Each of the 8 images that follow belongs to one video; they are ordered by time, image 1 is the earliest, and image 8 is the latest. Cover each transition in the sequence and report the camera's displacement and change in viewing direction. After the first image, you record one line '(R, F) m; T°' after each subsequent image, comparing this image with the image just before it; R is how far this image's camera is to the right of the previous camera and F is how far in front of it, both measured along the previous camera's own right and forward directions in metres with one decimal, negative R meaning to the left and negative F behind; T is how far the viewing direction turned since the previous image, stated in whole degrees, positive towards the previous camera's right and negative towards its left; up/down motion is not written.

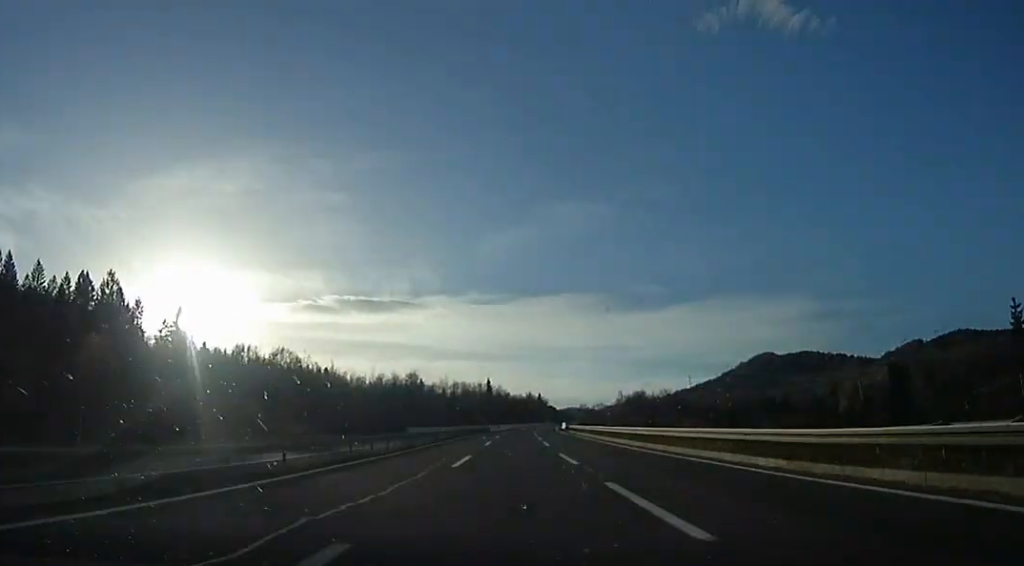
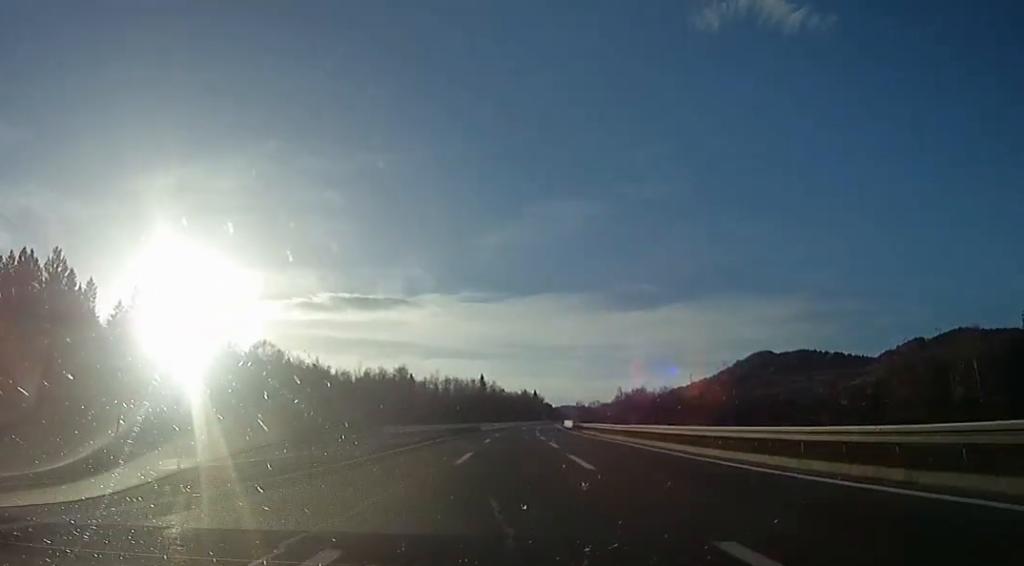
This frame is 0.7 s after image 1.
(+0.2, +18.5) m; +1°
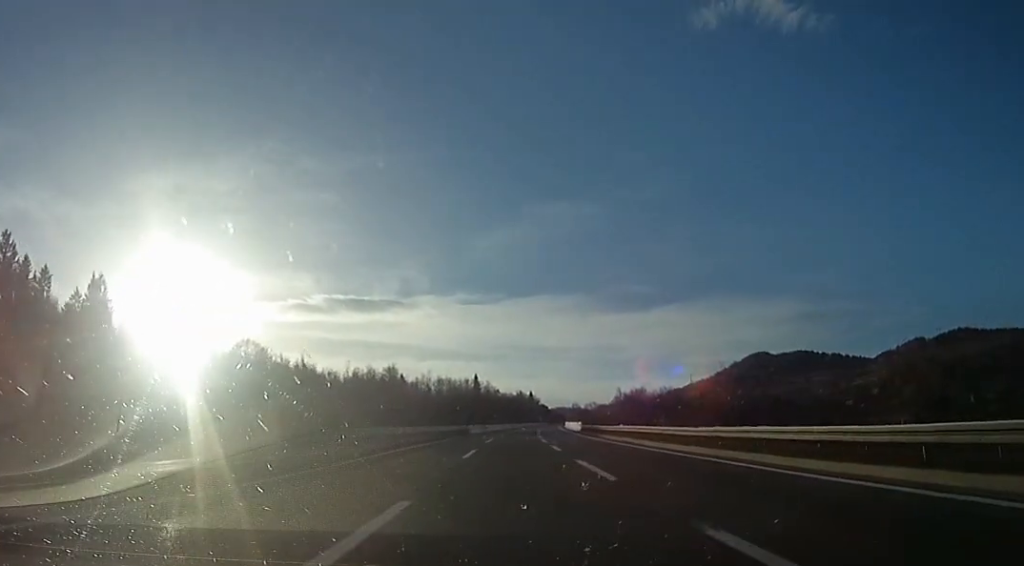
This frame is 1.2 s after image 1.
(+0.5, +14.7) m; +2°
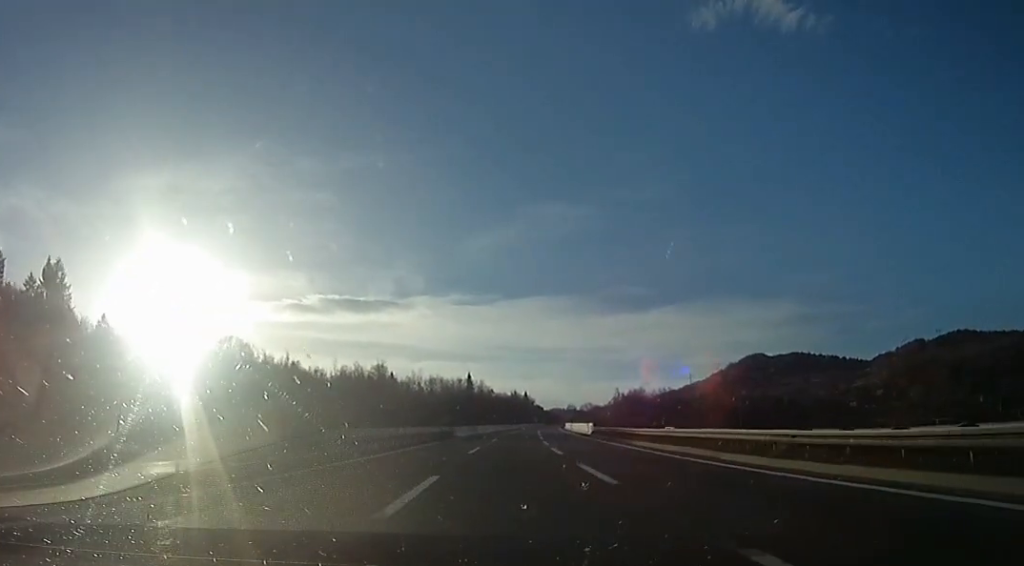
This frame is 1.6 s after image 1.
(0.0, +13.3) m; 0°
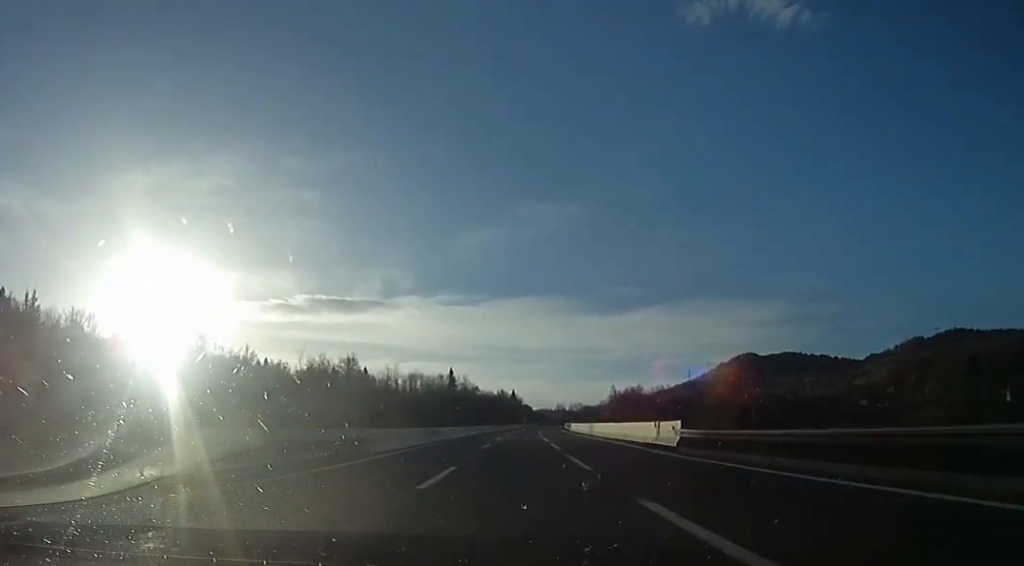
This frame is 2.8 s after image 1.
(0.0, +32.2) m; 0°
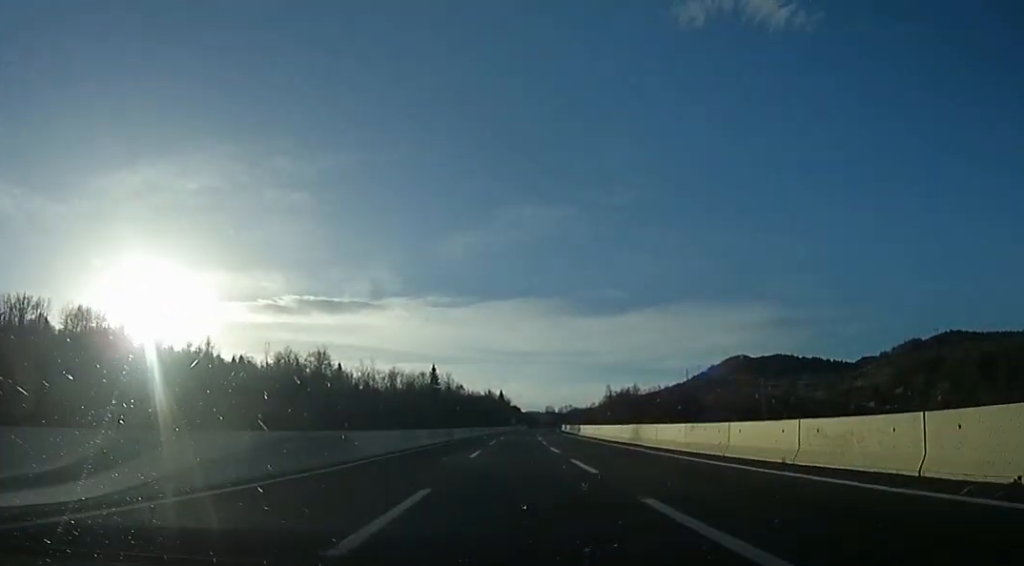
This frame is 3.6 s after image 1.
(0.0, +24.7) m; +1°
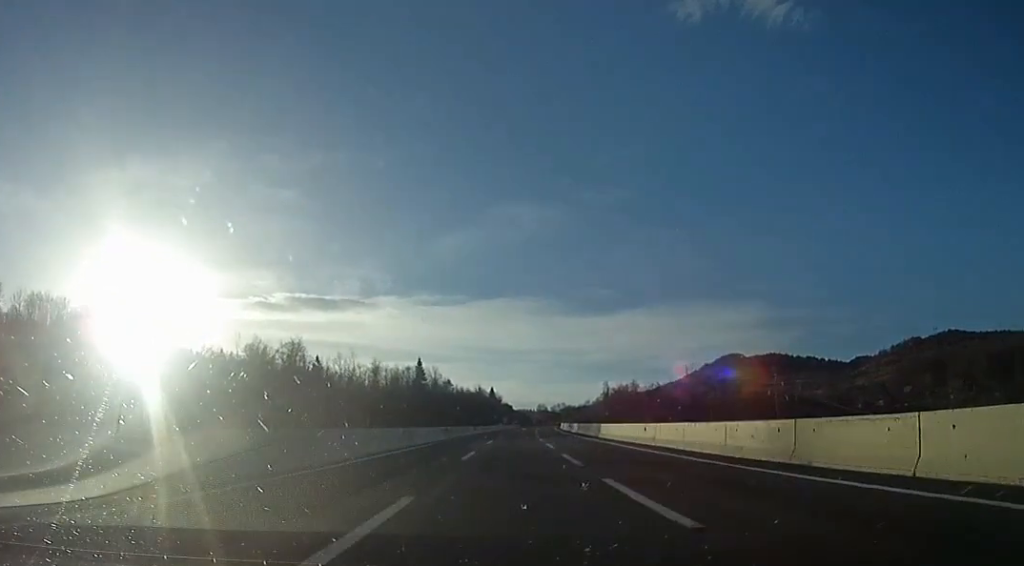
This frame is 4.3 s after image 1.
(-0.1, +19.9) m; +2°
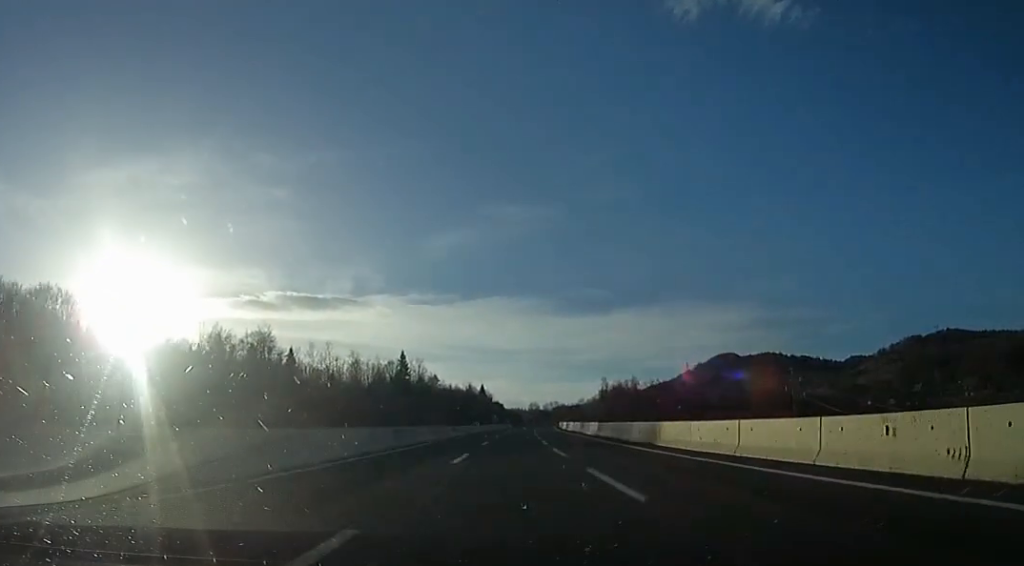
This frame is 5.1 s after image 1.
(+1.1, +21.5) m; 0°
